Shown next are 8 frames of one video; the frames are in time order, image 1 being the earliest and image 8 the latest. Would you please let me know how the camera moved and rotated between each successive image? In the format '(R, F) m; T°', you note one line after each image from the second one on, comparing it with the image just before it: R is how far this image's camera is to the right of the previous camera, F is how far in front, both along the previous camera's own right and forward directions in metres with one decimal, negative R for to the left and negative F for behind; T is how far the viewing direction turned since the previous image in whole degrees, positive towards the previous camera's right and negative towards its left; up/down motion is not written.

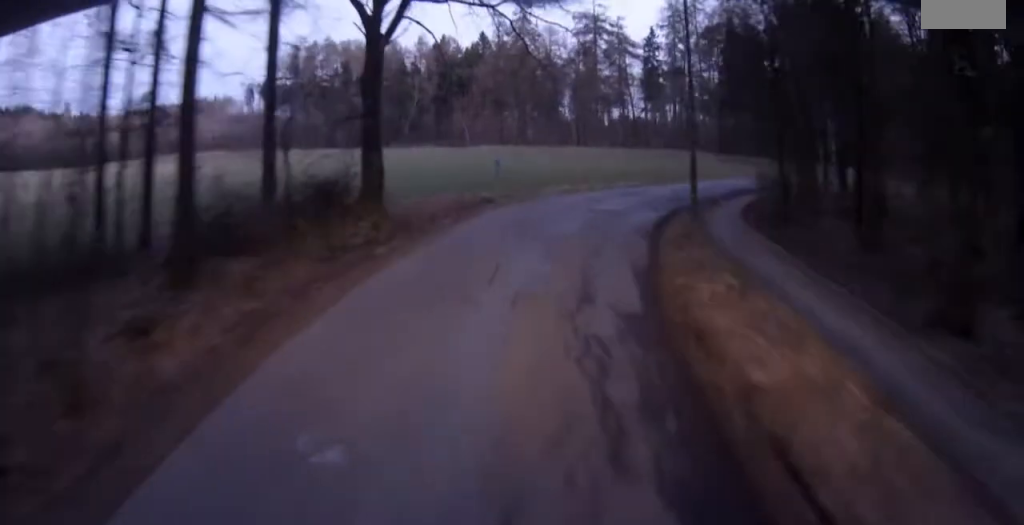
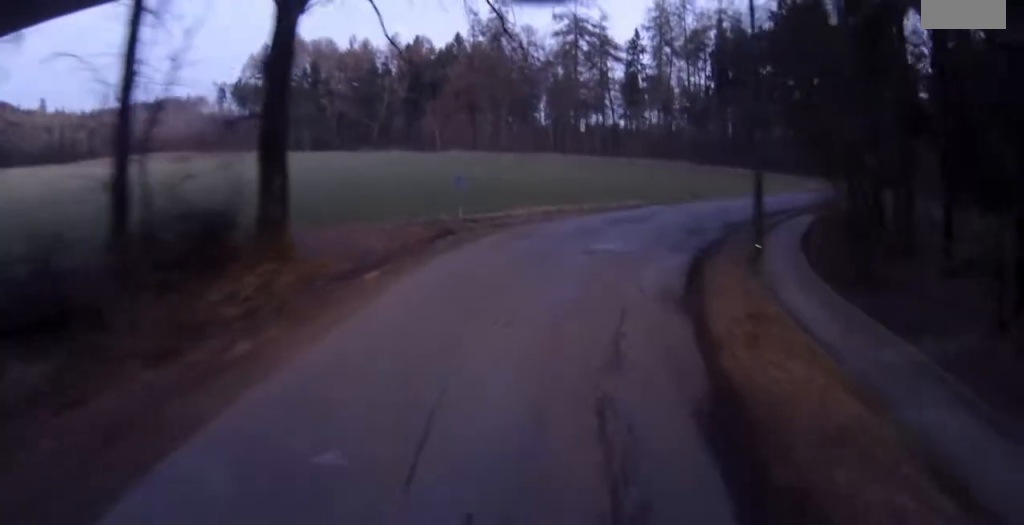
(0.0, +7.1) m; +2°
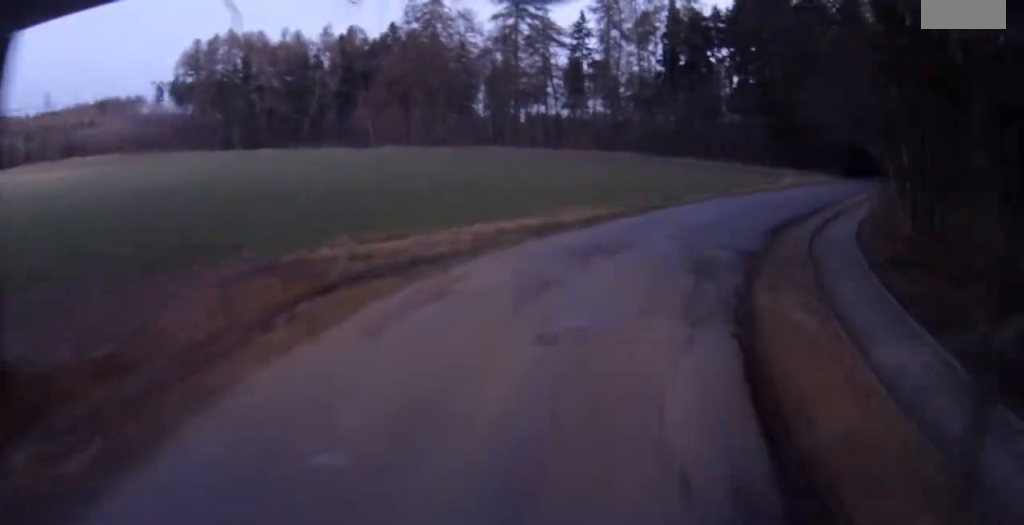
(+0.1, +7.9) m; +9°
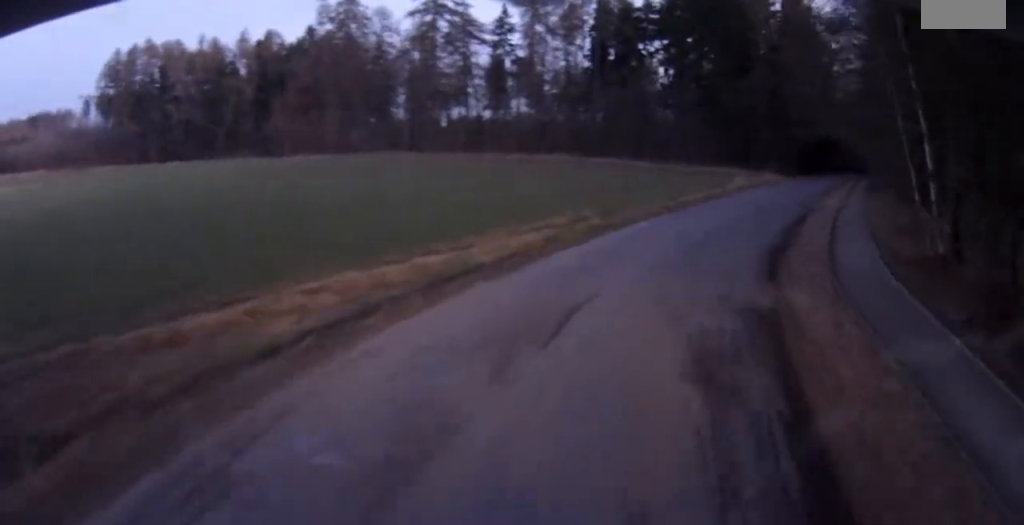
(+0.5, +6.3) m; +8°
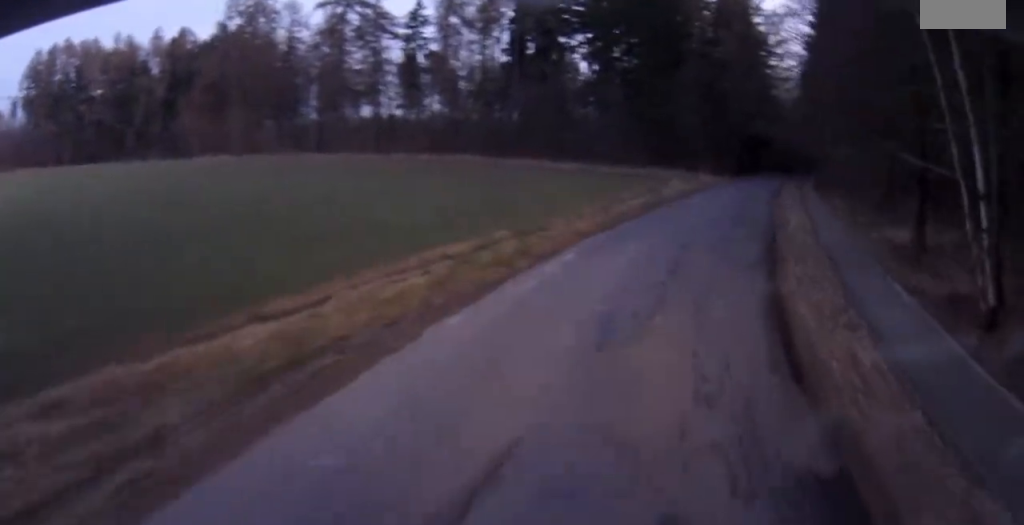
(+0.6, +6.0) m; +8°
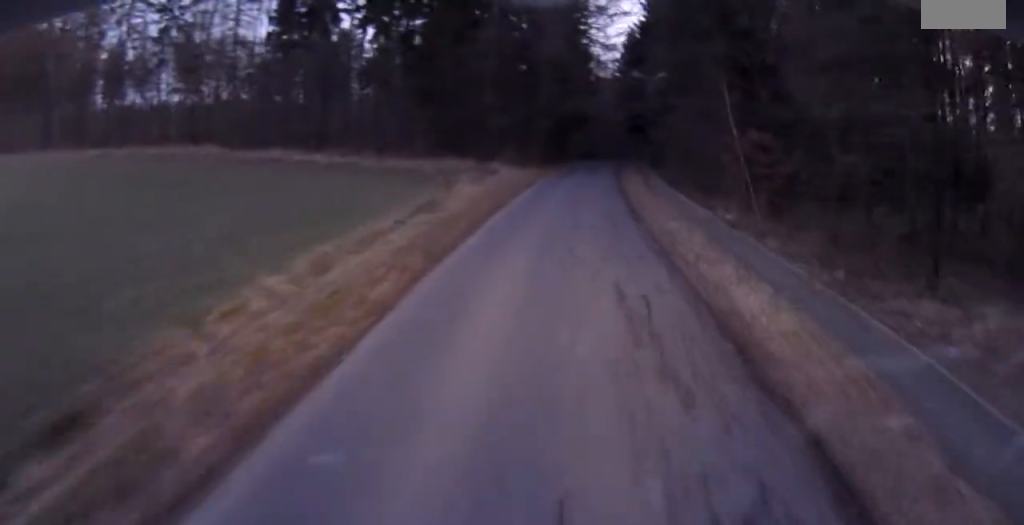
(+2.1, +16.7) m; +12°
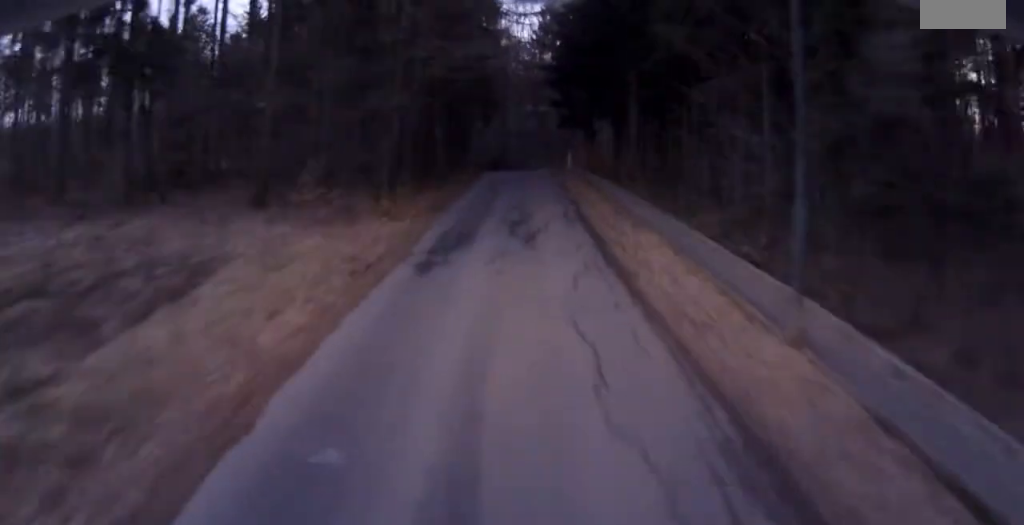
(+1.1, +34.4) m; -1°
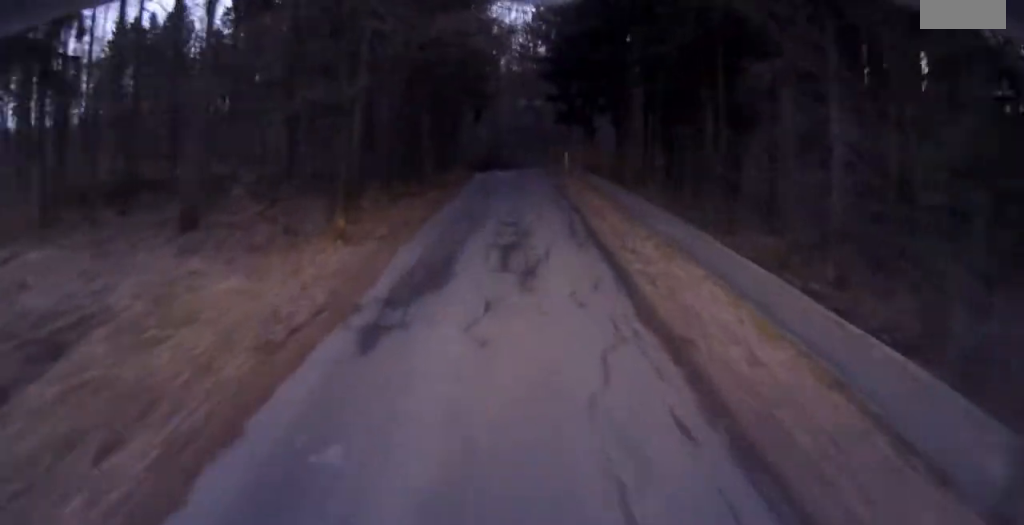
(0.0, +5.1) m; 0°
